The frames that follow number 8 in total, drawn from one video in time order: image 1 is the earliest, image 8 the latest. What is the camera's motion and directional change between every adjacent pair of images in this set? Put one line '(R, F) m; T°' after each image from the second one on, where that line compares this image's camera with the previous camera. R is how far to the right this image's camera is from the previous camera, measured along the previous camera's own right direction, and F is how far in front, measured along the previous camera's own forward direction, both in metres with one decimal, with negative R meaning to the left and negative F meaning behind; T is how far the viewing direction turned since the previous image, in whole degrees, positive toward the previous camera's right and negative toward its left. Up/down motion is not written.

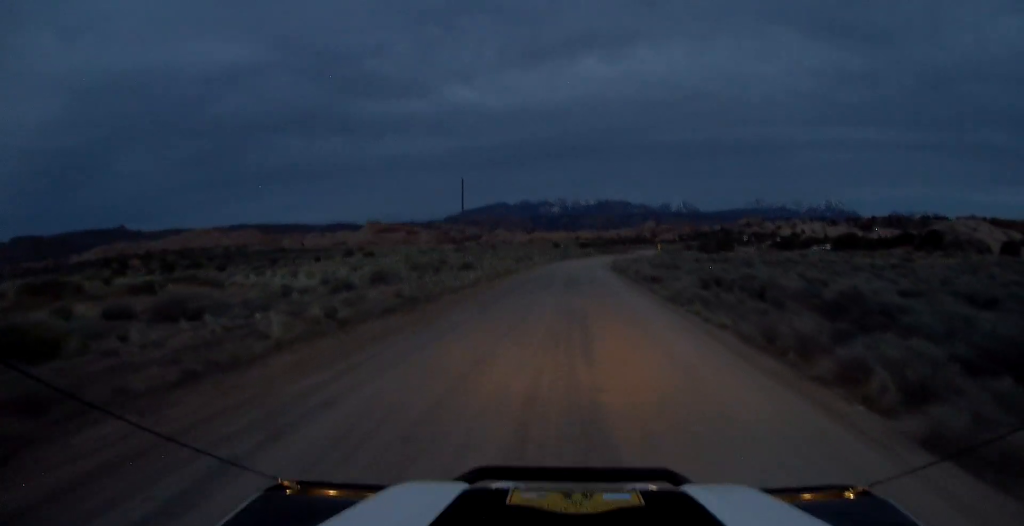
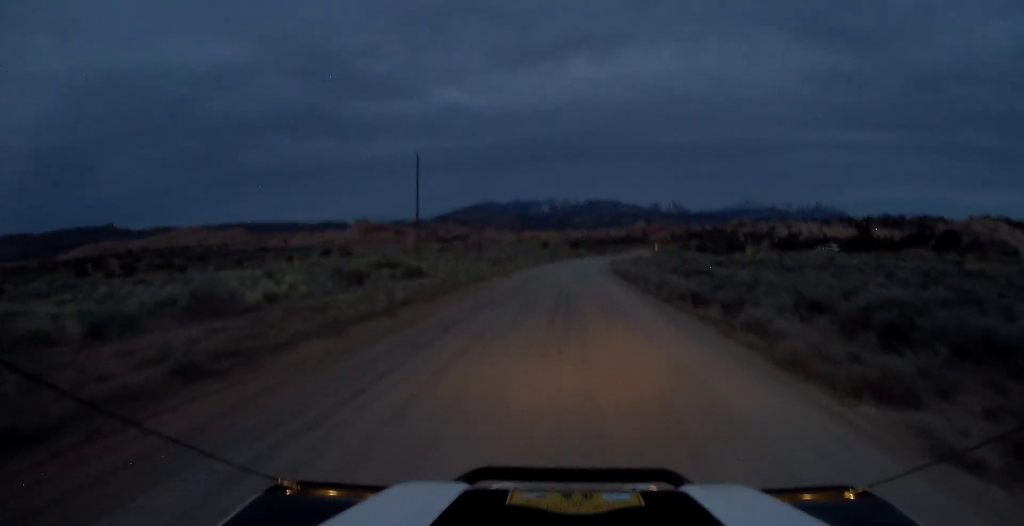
(+0.1, +15.2) m; +1°
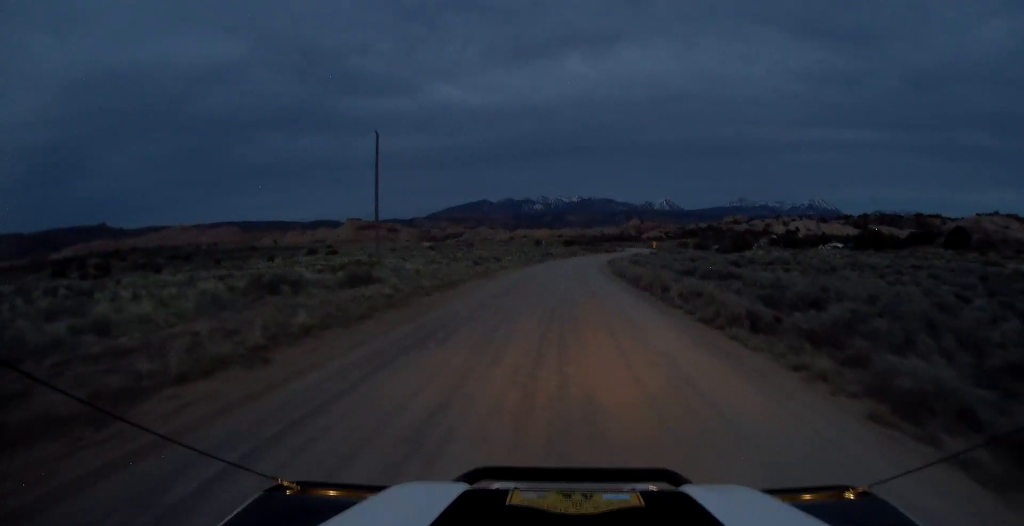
(0.0, +8.9) m; +1°
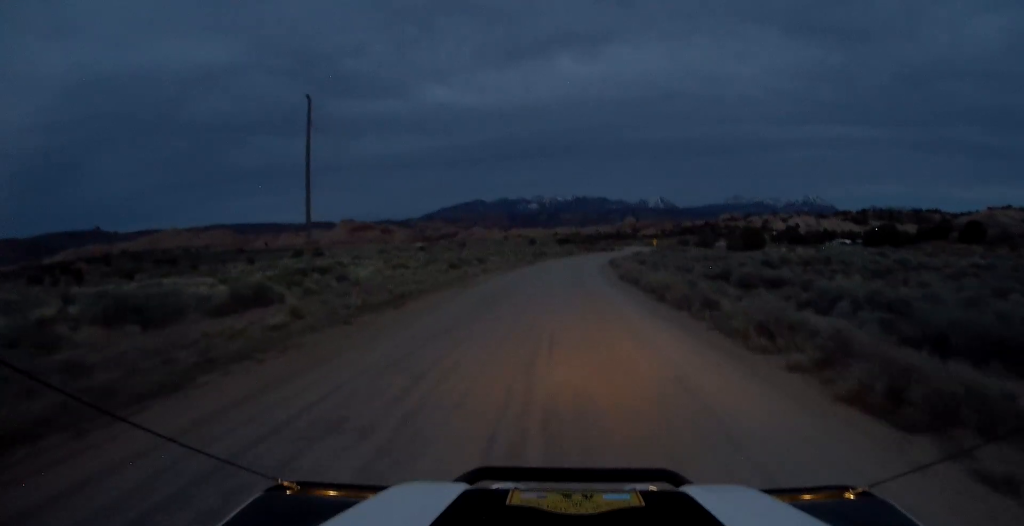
(+0.3, +9.7) m; +2°
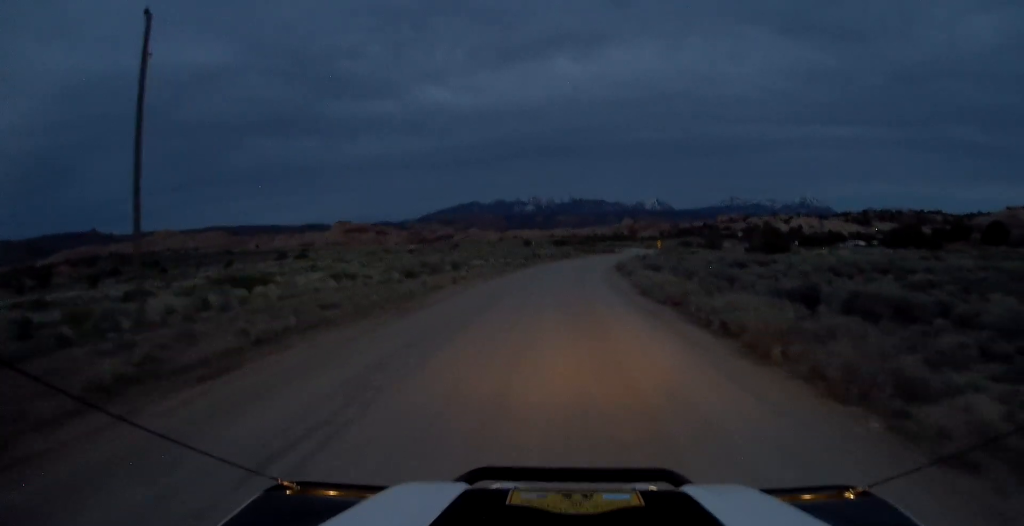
(-0.1, +12.6) m; -1°
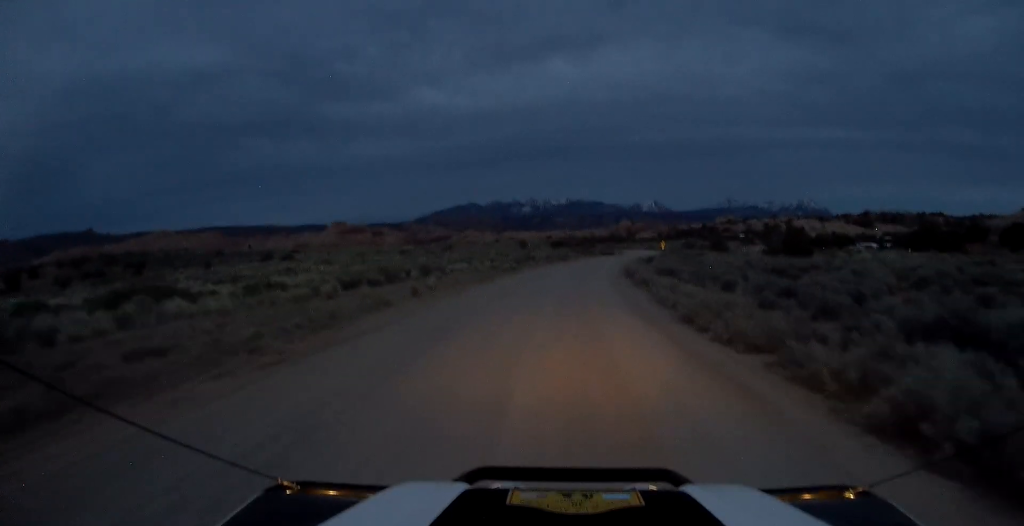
(-0.1, +9.6) m; 0°
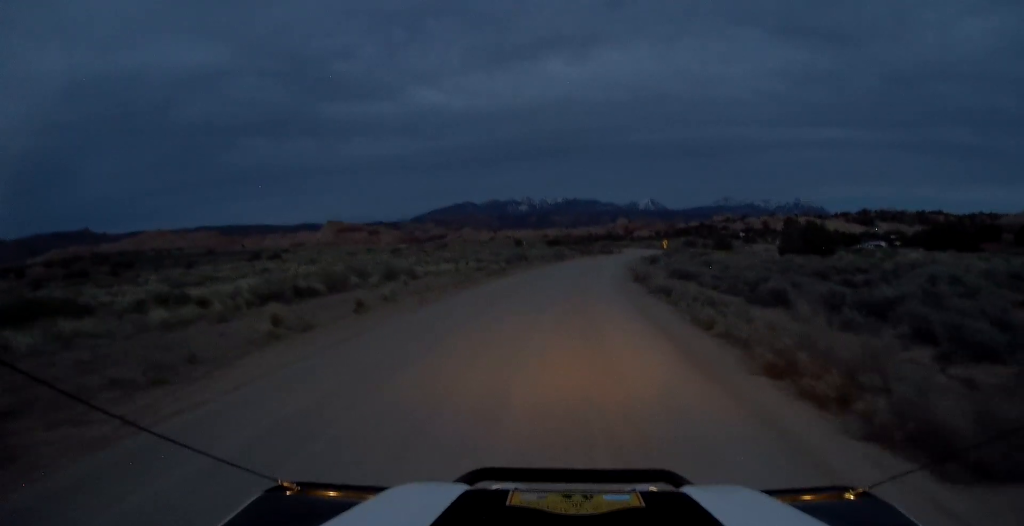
(0.0, +7.7) m; +2°
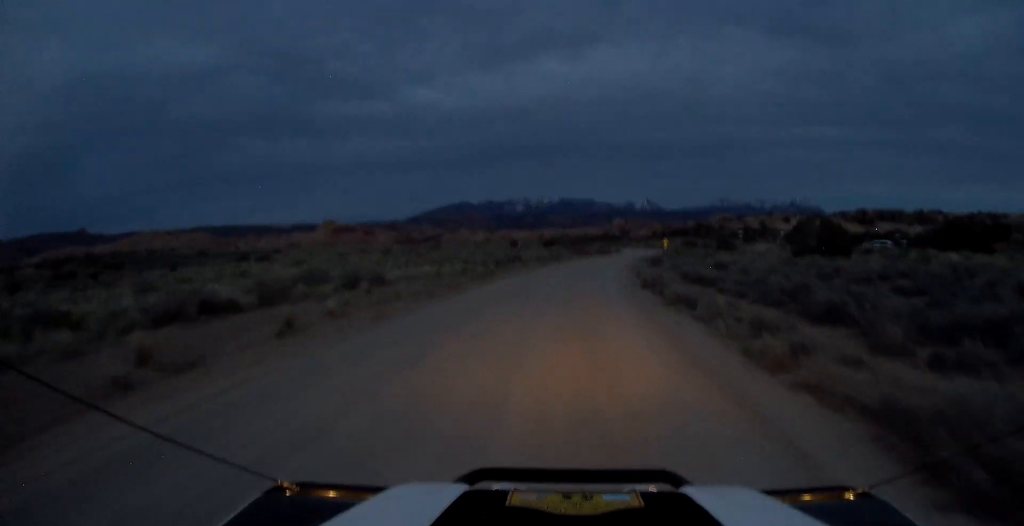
(0.0, +5.7) m; +2°
